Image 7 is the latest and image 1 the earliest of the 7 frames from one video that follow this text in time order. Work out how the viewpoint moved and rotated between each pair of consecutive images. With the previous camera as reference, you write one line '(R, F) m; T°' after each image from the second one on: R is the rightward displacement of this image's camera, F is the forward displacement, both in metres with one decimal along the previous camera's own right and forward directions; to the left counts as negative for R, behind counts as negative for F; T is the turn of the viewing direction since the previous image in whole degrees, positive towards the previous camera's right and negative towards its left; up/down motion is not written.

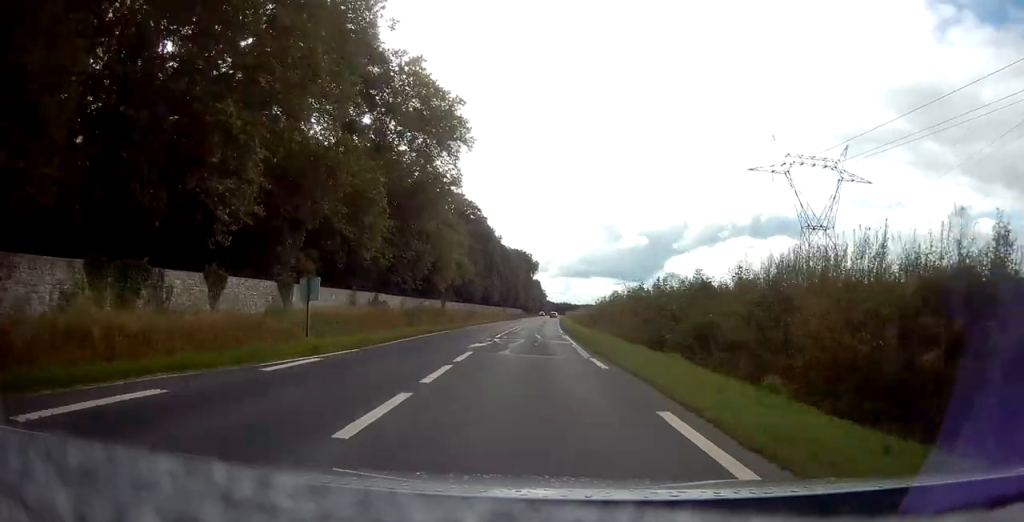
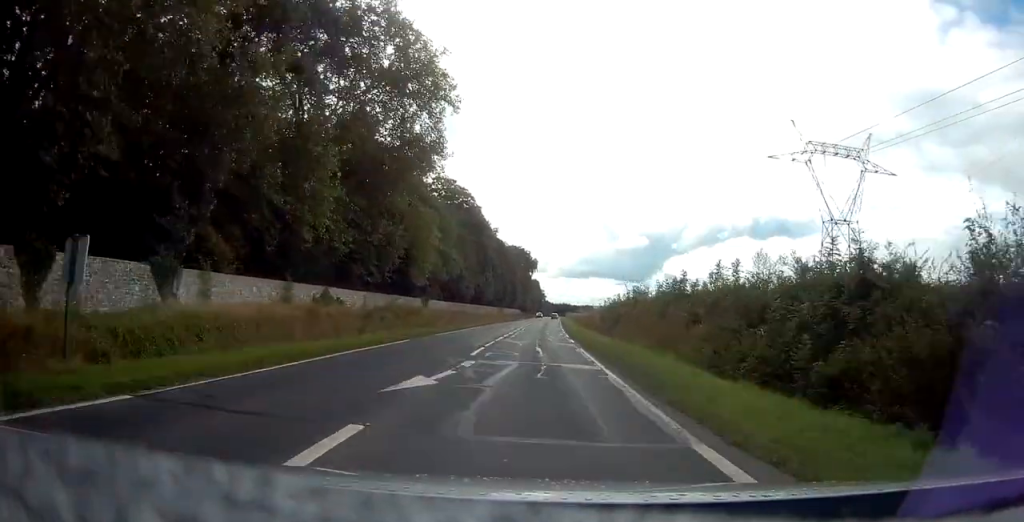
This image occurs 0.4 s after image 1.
(0.0, +10.9) m; 0°
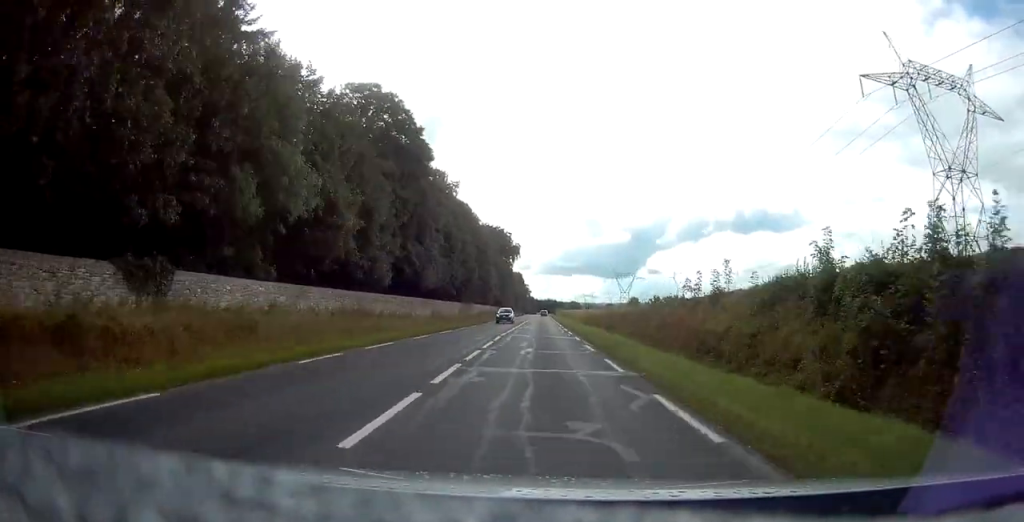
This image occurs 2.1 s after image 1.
(+0.7, +42.4) m; +2°
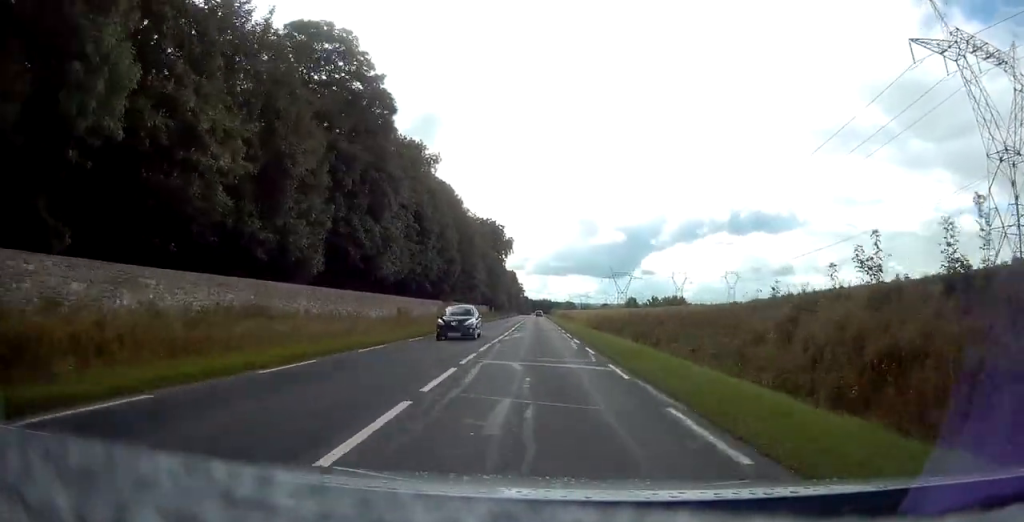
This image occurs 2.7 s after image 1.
(0.0, +14.0) m; 0°
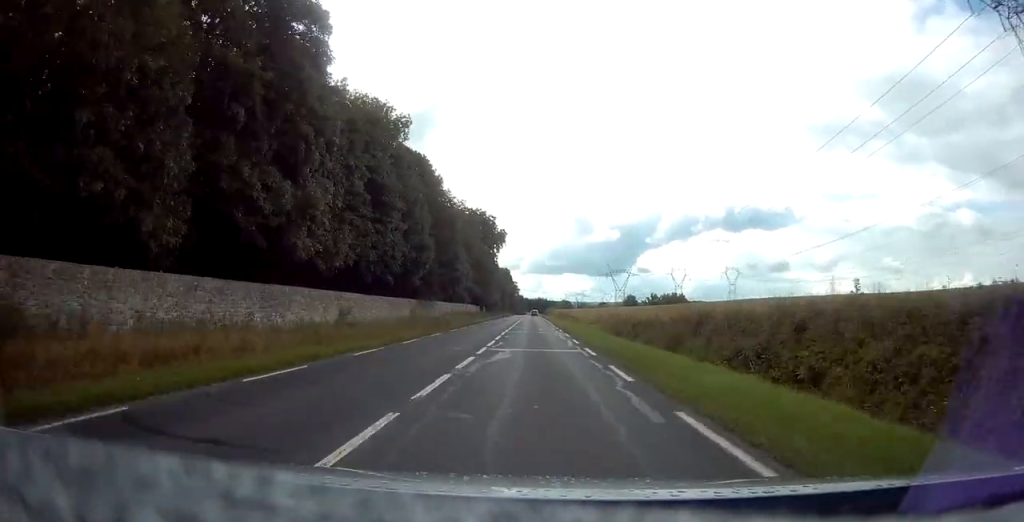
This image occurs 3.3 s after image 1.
(0.0, +14.0) m; 0°
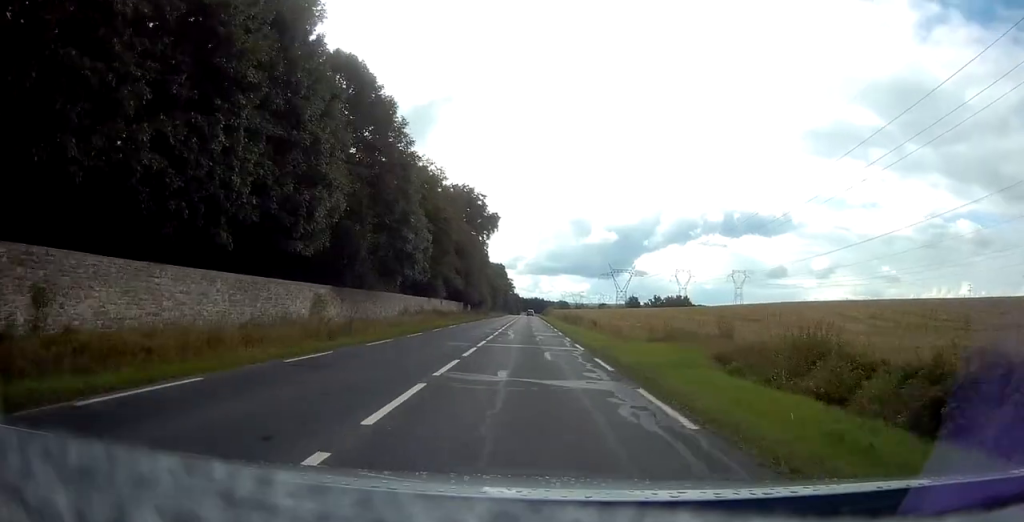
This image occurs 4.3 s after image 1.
(+0.1, +24.5) m; 0°
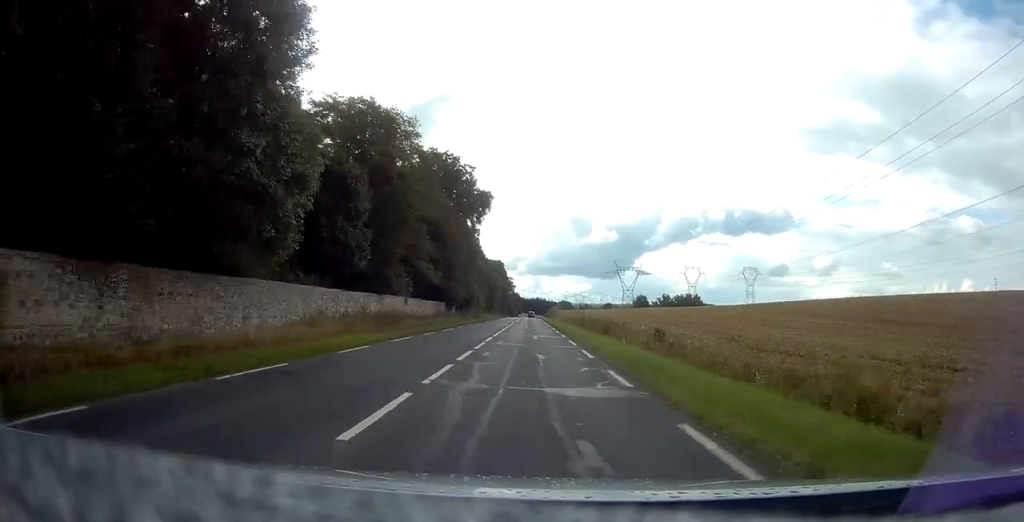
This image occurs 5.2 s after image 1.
(+0.1, +22.8) m; +1°
